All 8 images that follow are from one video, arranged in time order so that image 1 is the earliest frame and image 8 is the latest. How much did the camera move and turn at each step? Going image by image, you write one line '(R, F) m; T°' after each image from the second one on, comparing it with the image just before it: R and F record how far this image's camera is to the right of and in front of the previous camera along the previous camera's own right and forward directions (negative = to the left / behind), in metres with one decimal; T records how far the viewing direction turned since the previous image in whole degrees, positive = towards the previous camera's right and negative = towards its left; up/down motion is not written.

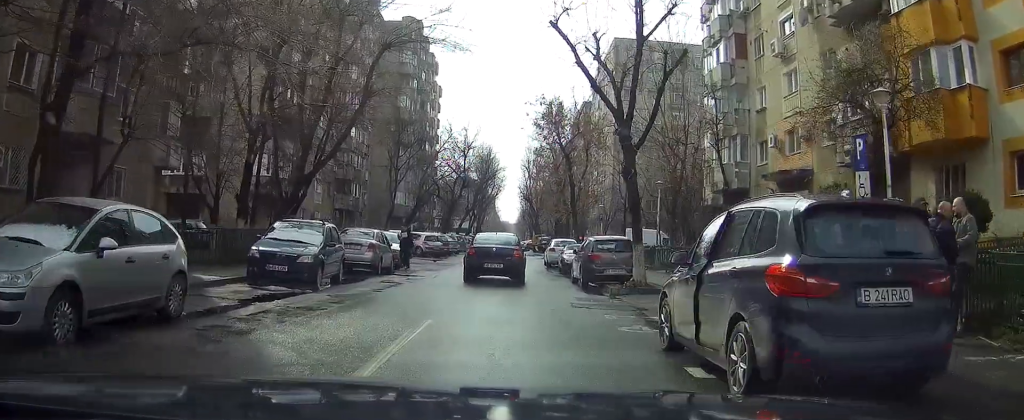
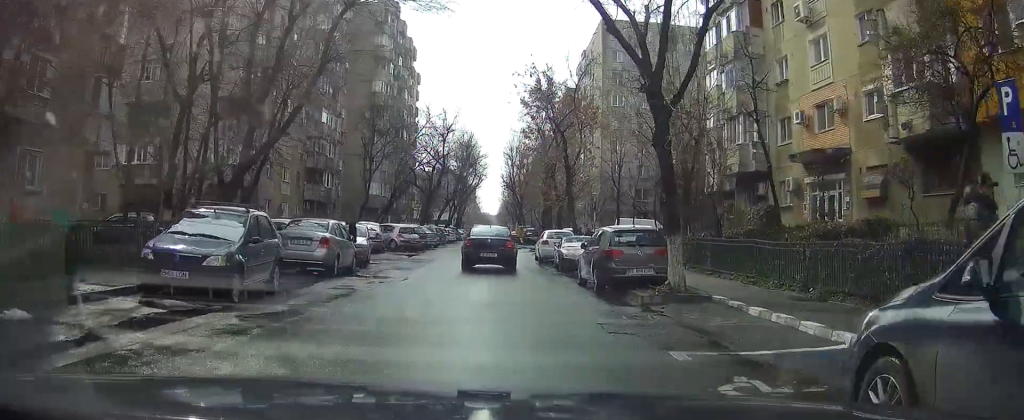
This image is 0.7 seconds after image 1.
(+0.1, +5.1) m; +2°
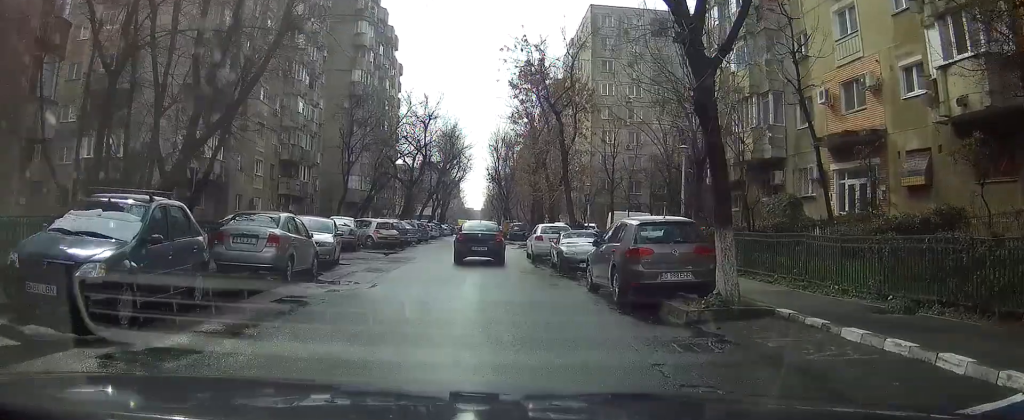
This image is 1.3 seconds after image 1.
(0.0, +3.7) m; +1°
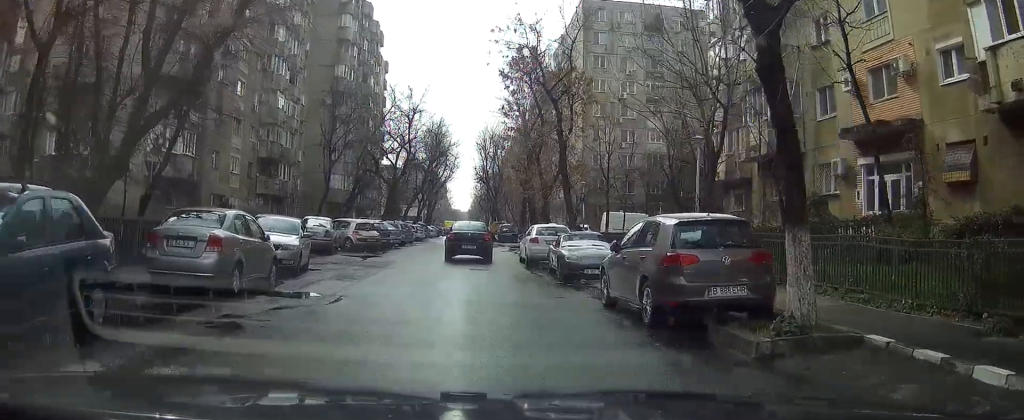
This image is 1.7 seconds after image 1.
(+0.1, +3.0) m; +1°
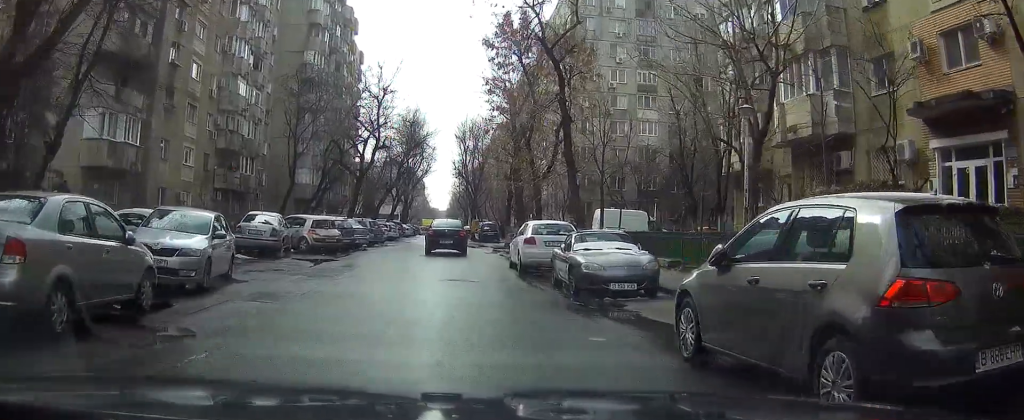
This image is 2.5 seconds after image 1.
(+0.1, +5.7) m; +1°
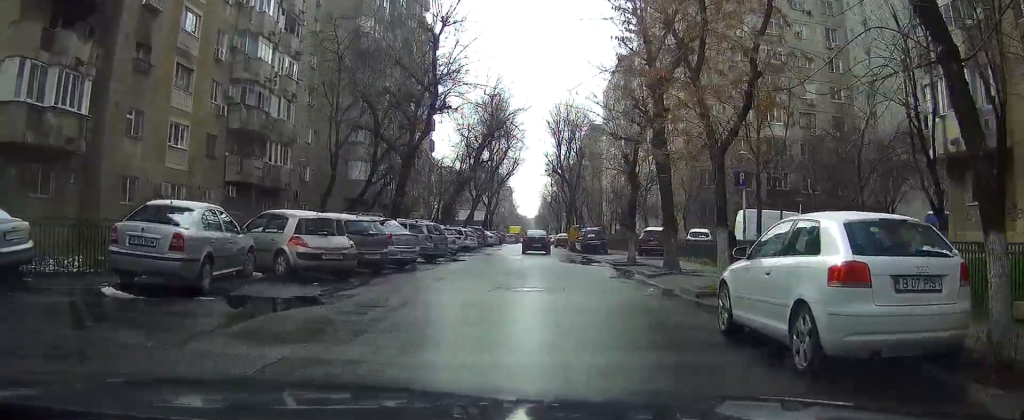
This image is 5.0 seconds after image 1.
(+0.2, +12.9) m; -2°
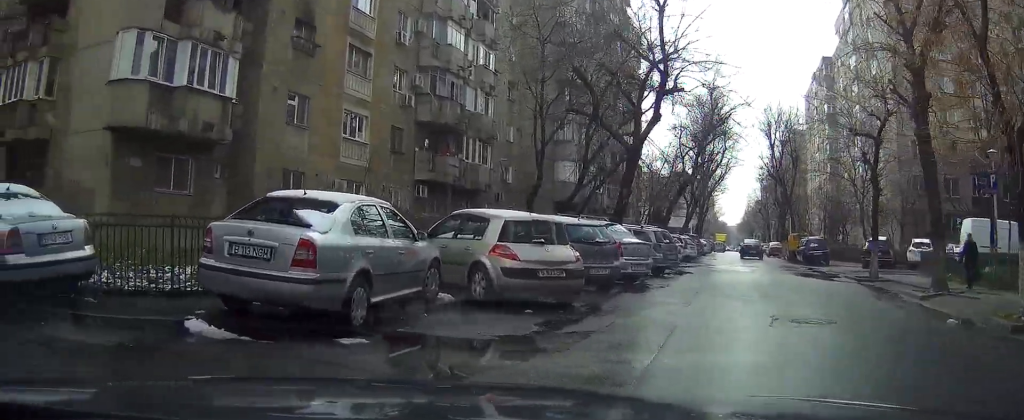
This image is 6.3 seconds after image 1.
(-0.5, +3.6) m; -19°
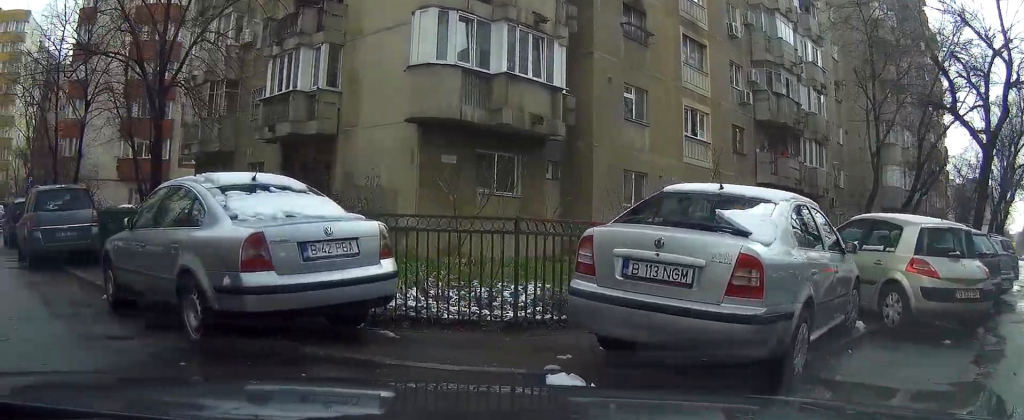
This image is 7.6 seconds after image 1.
(-0.6, +2.5) m; -21°
